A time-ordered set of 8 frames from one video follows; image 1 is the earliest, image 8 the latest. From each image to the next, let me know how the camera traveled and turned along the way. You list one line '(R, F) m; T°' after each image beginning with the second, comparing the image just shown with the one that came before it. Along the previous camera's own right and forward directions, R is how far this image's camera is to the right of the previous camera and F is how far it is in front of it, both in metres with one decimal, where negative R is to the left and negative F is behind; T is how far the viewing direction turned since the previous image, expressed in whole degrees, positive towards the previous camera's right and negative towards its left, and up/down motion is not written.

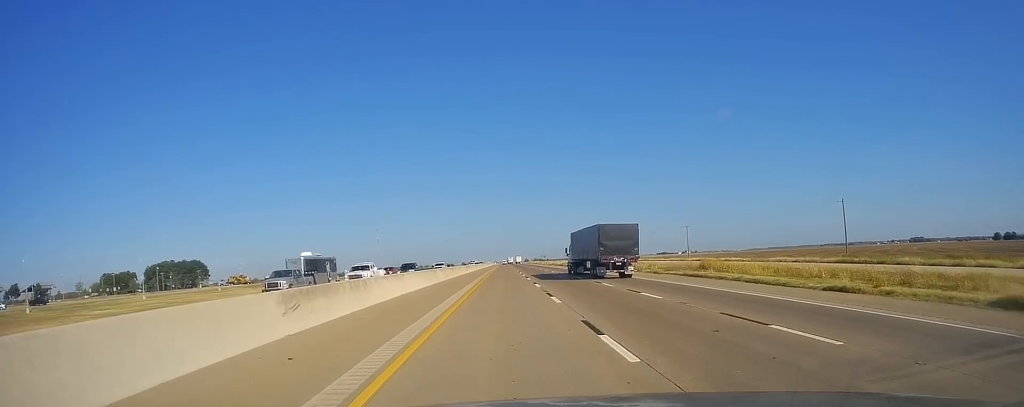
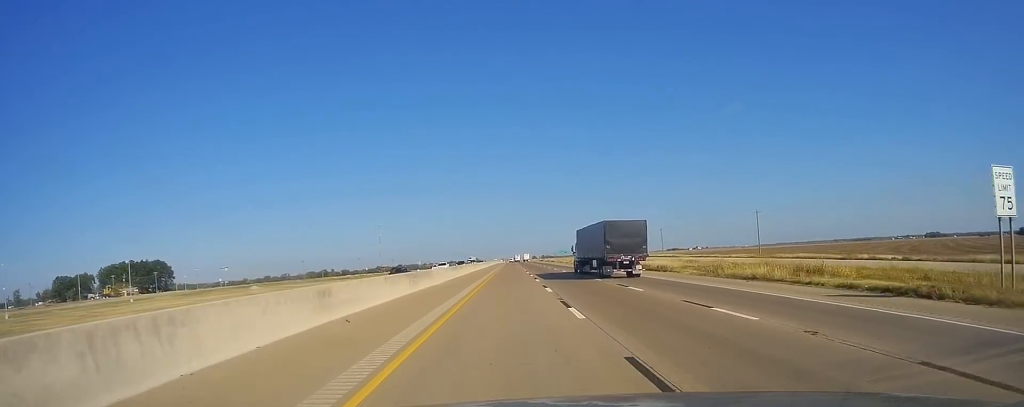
(+1.4, +54.4) m; +1°
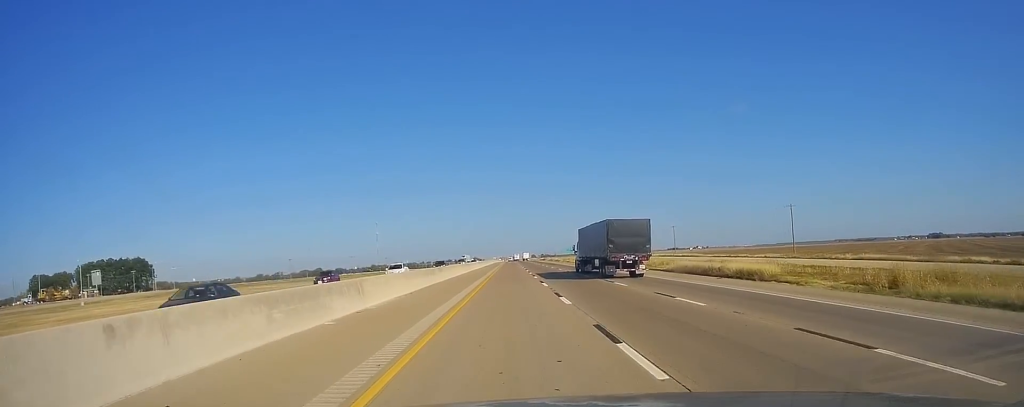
(-0.3, +19.8) m; -1°
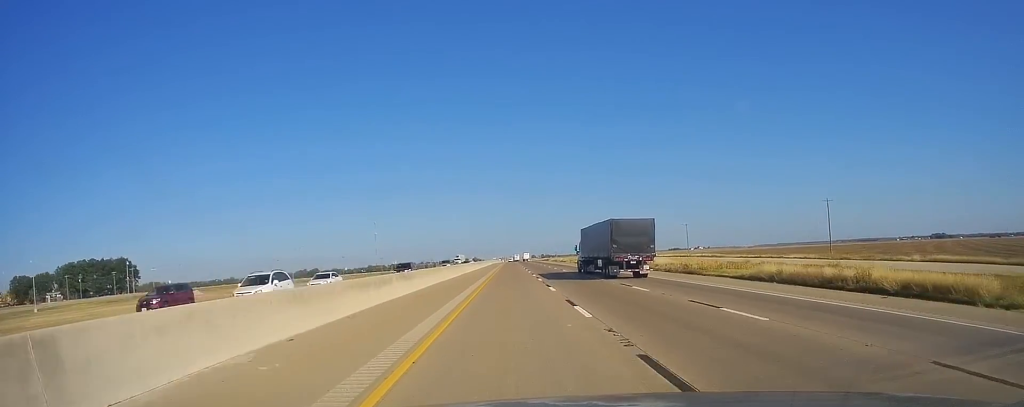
(-0.2, +16.5) m; -1°
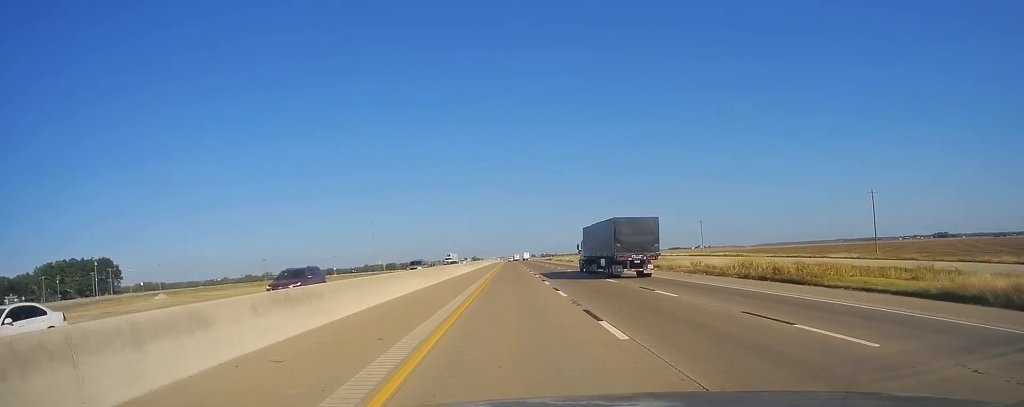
(-0.1, +16.5) m; 0°
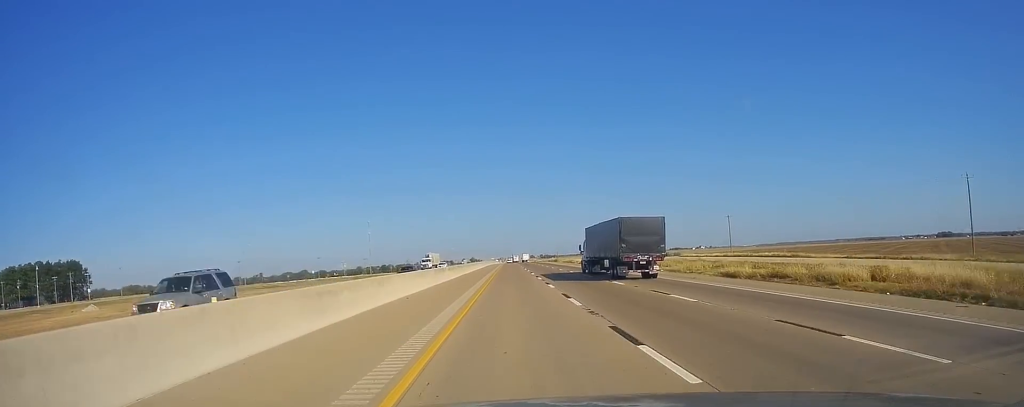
(0.0, +26.2) m; 0°
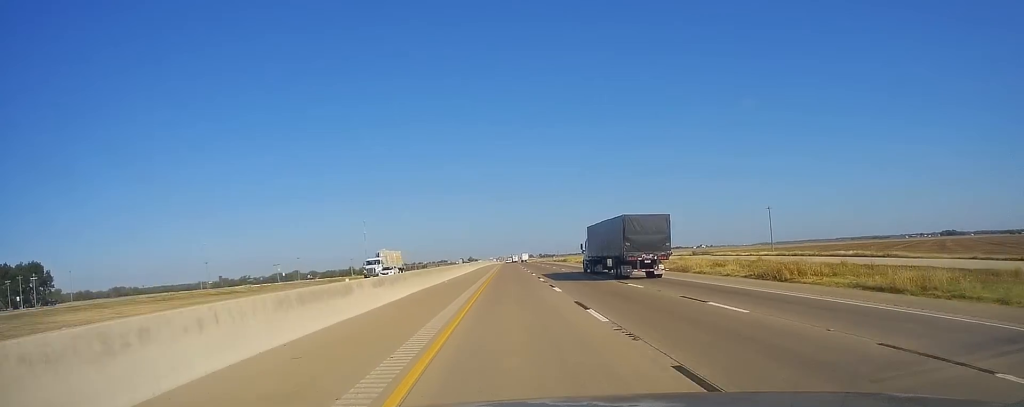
(+0.1, +28.6) m; 0°
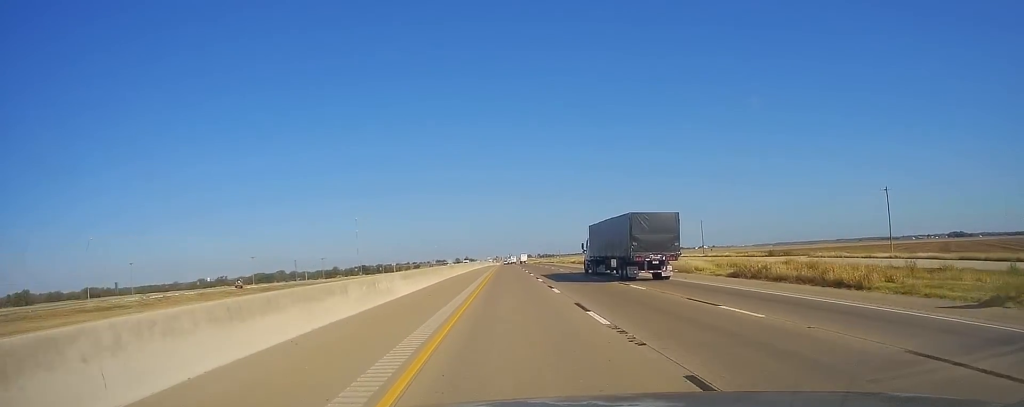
(+0.4, +49.7) m; +1°
